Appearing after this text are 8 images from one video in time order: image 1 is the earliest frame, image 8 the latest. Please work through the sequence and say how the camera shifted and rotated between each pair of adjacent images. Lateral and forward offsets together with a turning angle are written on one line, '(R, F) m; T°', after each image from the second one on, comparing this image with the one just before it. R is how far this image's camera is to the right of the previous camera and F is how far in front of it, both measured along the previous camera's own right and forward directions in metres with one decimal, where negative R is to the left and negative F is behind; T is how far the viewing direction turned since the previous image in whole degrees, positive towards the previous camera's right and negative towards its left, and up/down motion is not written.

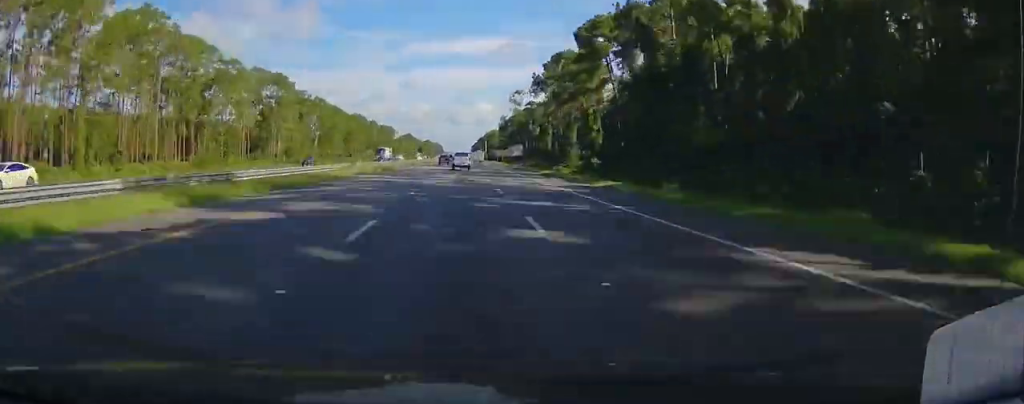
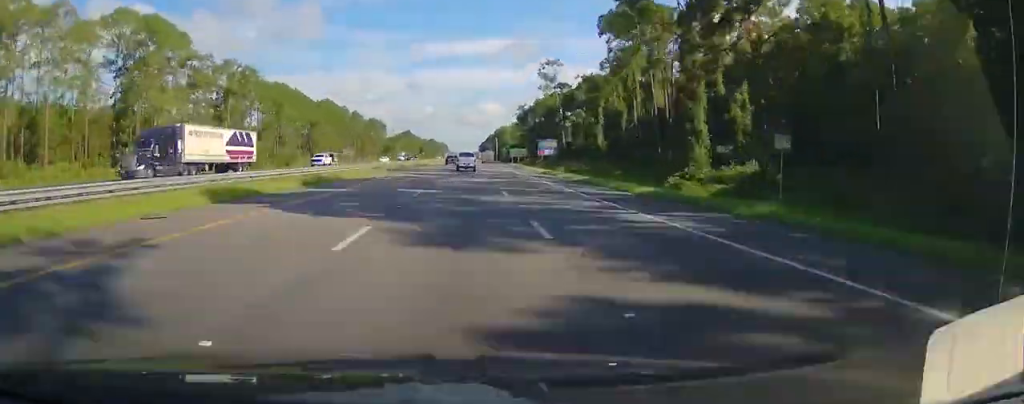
(-0.7, +61.6) m; 0°
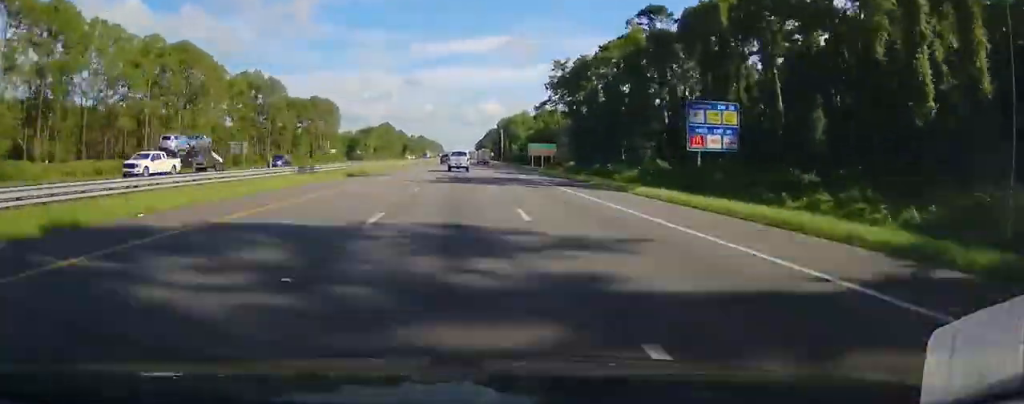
(-0.4, +94.3) m; 0°
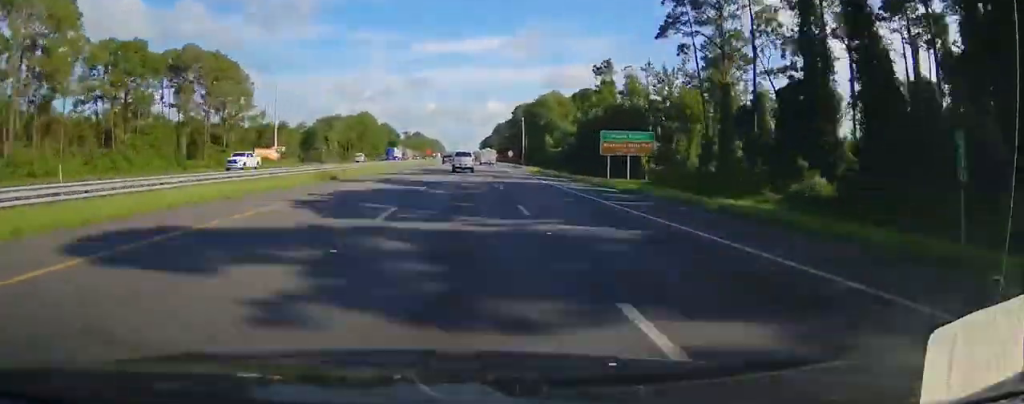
(+0.1, +84.6) m; 0°
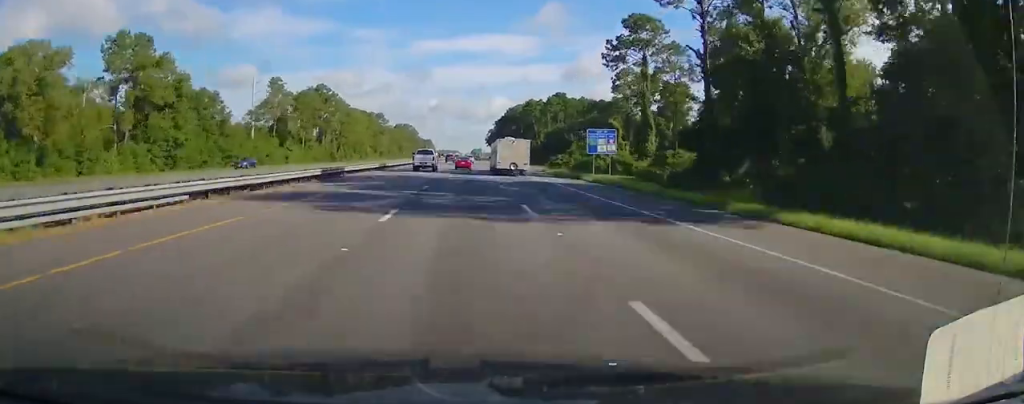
(-1.1, +341.7) m; 0°
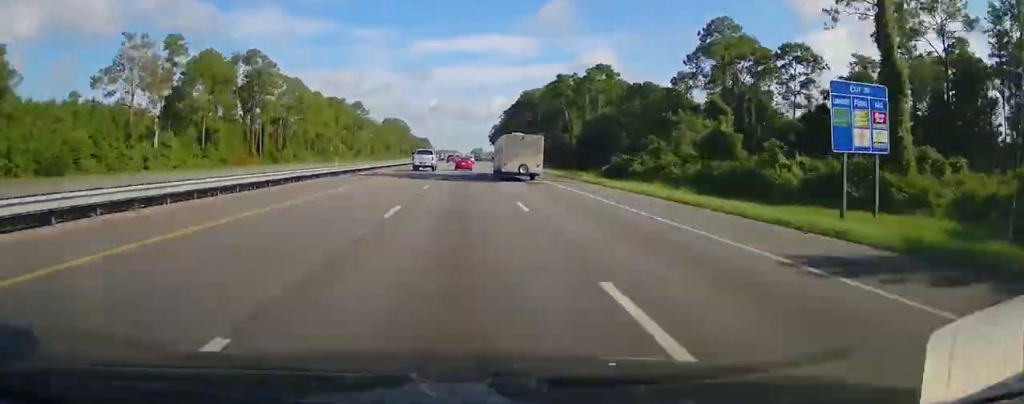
(-0.2, +60.6) m; 0°
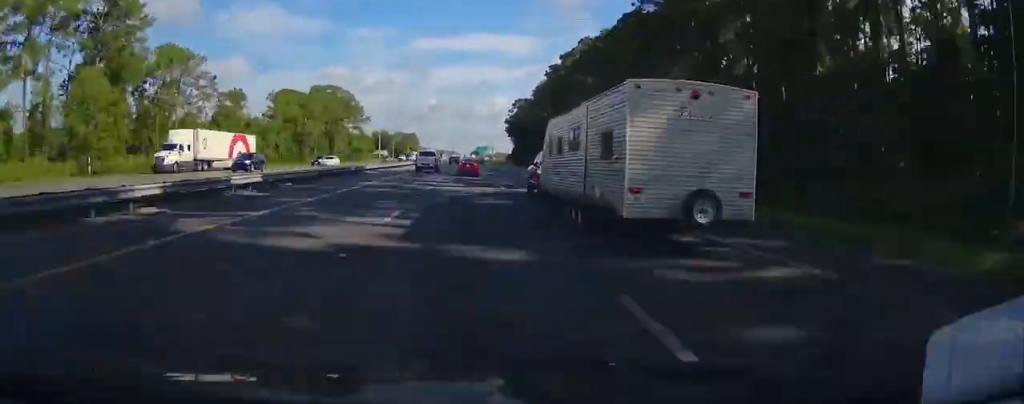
(+1.3, +173.2) m; 0°
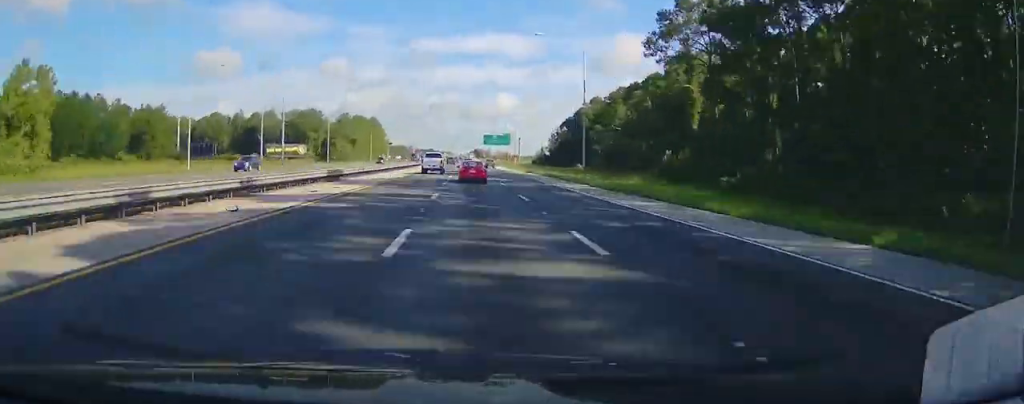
(-0.9, +219.6) m; 0°
